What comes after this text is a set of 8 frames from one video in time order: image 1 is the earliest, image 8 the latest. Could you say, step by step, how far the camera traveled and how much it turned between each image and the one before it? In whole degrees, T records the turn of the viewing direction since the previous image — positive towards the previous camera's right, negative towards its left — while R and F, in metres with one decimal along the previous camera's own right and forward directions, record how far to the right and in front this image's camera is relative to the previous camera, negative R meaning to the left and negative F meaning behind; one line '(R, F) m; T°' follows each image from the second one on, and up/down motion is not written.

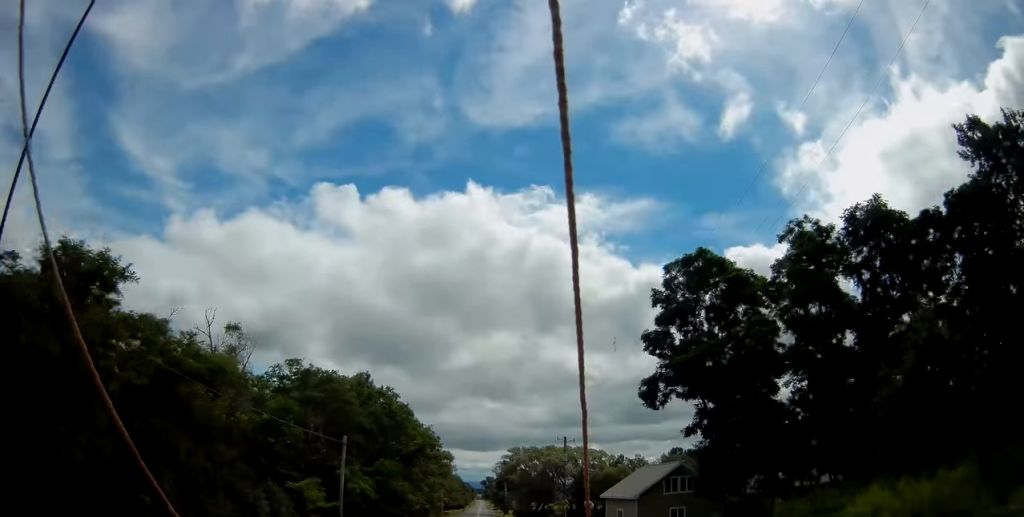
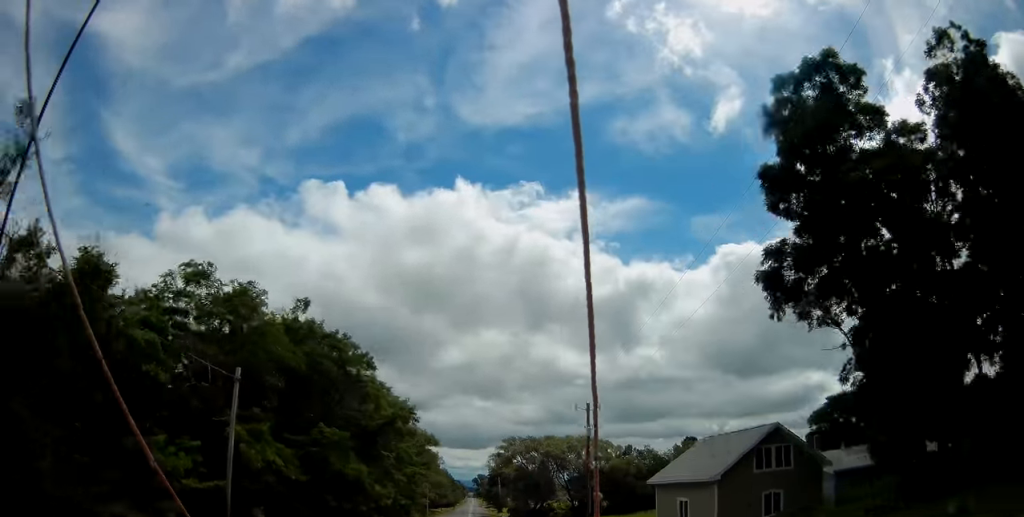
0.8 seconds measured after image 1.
(0.0, +17.0) m; 0°
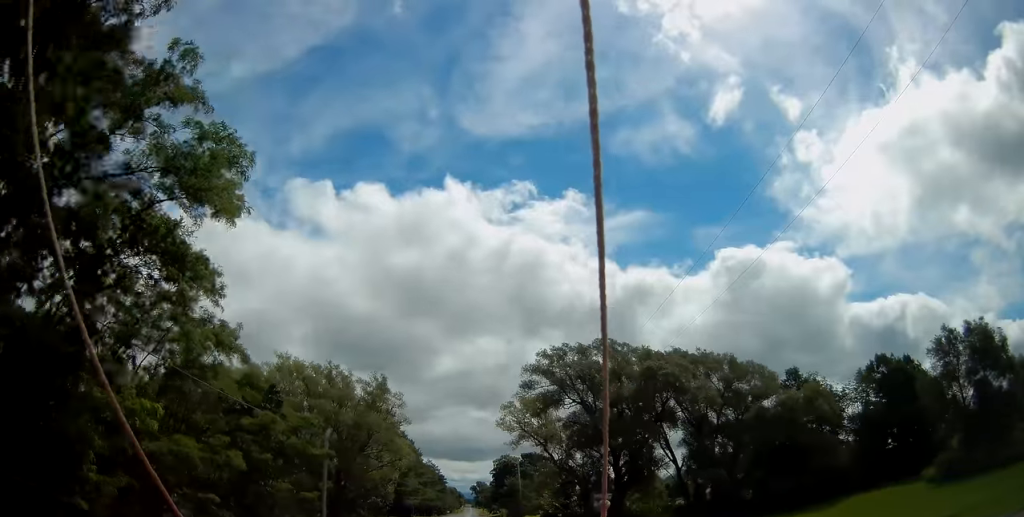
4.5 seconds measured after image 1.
(+1.0, +76.6) m; 0°
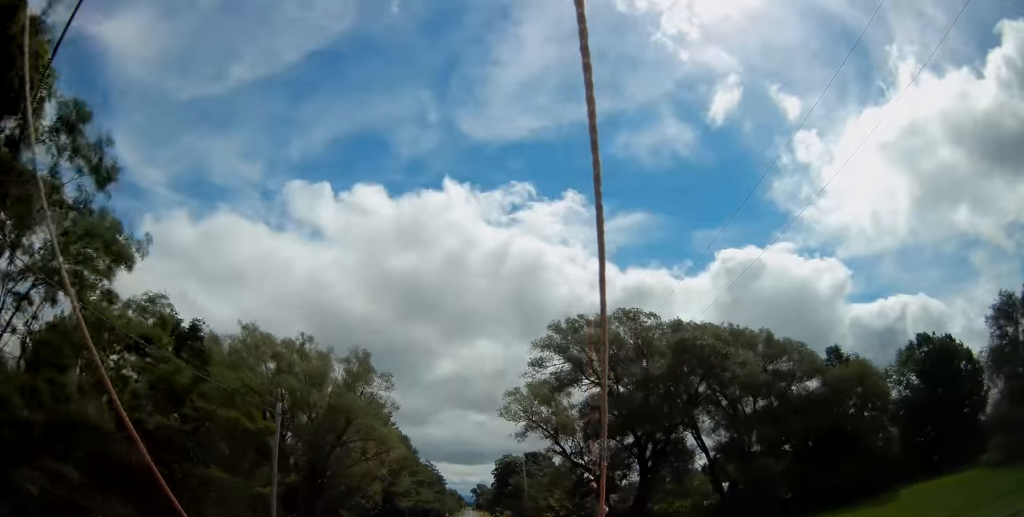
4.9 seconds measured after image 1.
(0.0, +9.2) m; 0°
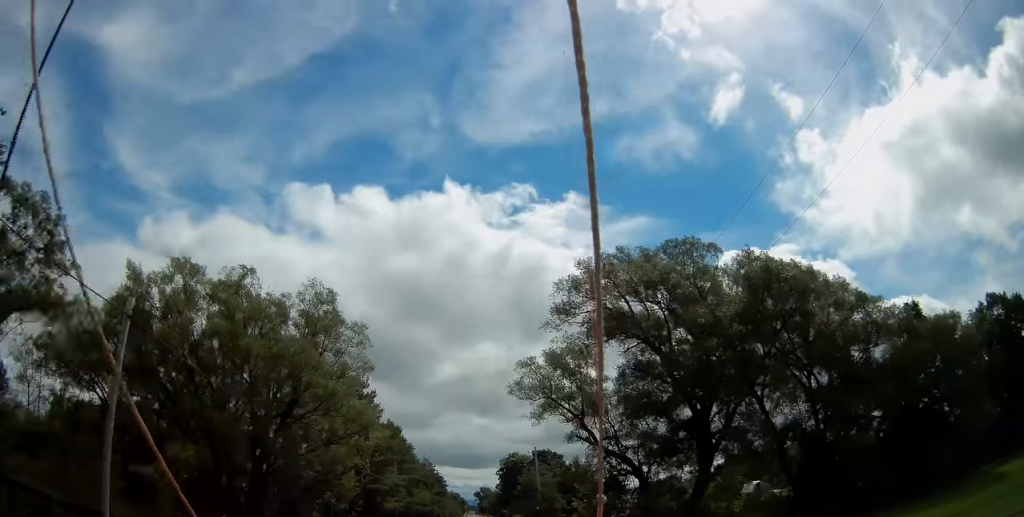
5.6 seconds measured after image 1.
(0.0, +13.4) m; 0°
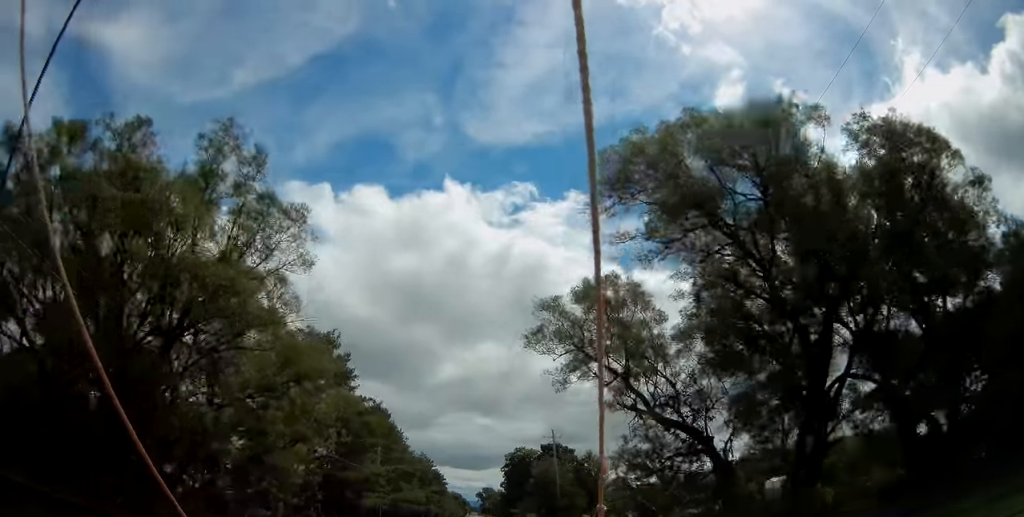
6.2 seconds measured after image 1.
(0.0, +14.2) m; 0°
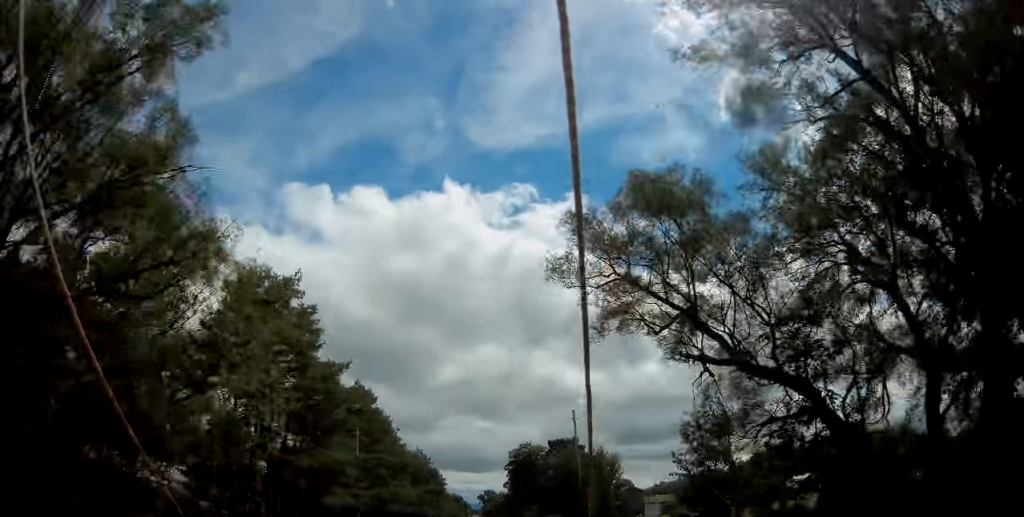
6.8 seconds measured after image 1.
(0.0, +11.4) m; 0°
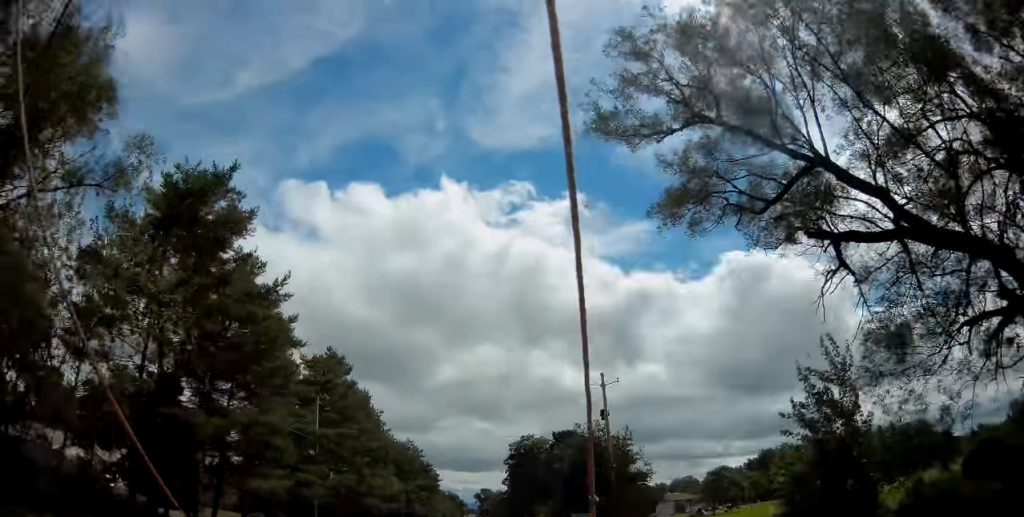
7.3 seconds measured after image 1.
(0.0, +11.4) m; 0°
